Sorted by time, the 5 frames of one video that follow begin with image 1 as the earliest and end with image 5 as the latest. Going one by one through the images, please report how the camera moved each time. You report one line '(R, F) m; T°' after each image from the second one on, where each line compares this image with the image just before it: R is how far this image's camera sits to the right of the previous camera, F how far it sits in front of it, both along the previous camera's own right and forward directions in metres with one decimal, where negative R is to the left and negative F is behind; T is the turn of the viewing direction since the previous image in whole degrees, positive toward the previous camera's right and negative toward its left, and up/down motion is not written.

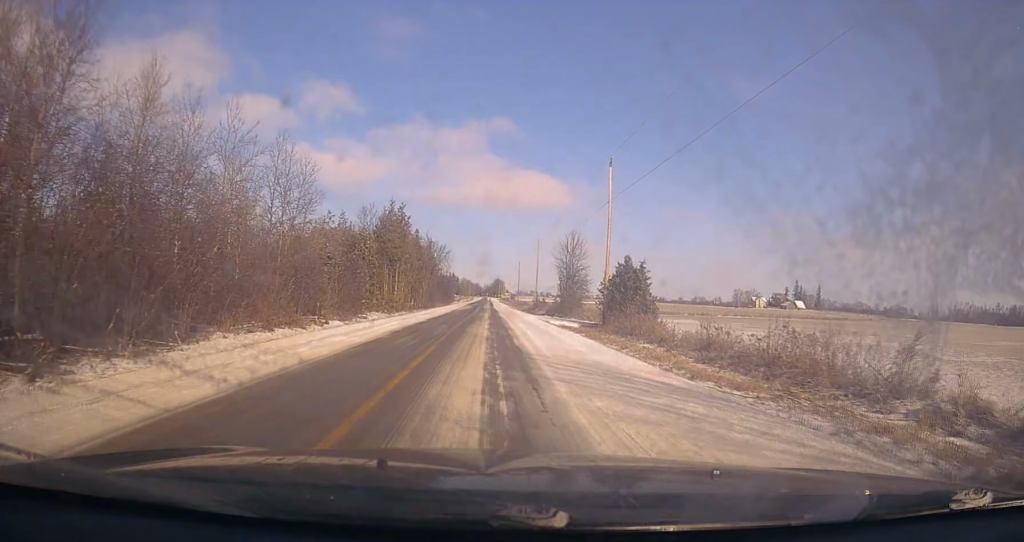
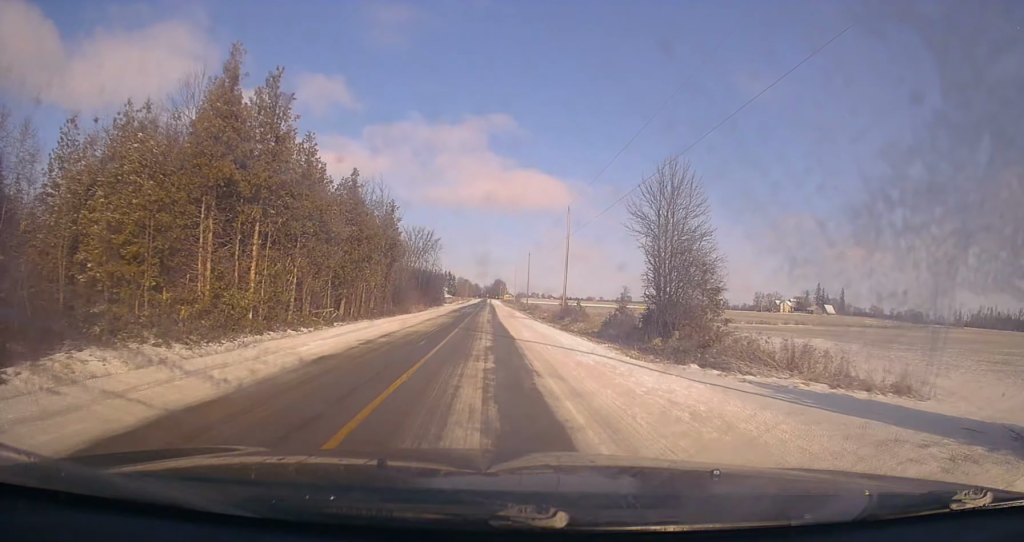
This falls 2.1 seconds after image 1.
(+0.2, +39.2) m; 0°
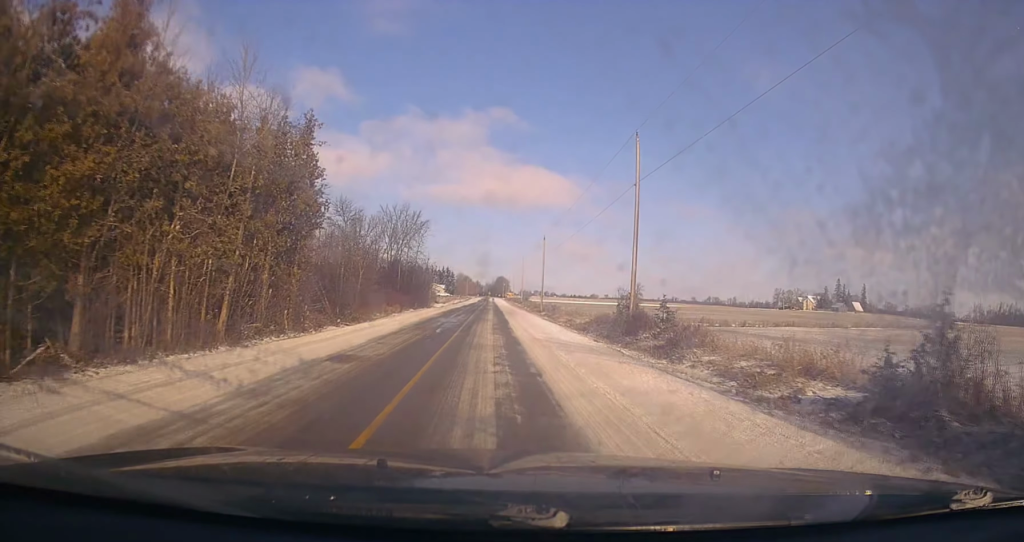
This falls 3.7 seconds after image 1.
(-0.2, +29.3) m; 0°
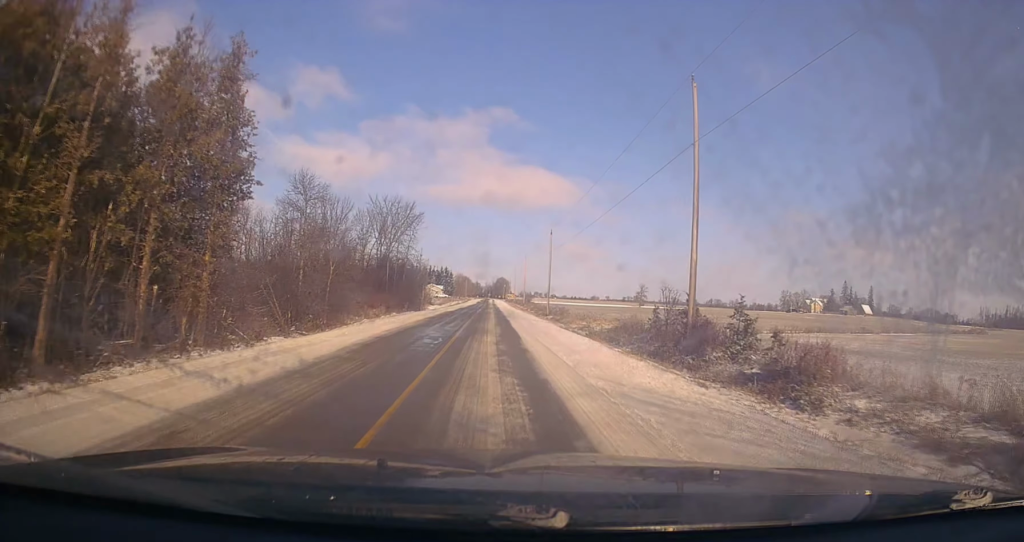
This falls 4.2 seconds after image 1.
(+0.1, +10.4) m; 0°
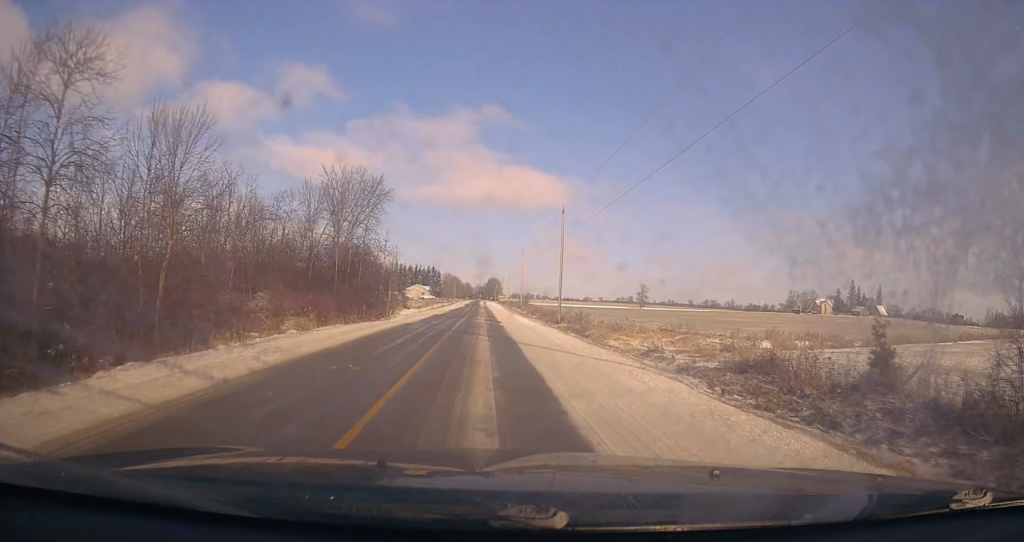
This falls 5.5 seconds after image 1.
(0.0, +23.0) m; +1°
